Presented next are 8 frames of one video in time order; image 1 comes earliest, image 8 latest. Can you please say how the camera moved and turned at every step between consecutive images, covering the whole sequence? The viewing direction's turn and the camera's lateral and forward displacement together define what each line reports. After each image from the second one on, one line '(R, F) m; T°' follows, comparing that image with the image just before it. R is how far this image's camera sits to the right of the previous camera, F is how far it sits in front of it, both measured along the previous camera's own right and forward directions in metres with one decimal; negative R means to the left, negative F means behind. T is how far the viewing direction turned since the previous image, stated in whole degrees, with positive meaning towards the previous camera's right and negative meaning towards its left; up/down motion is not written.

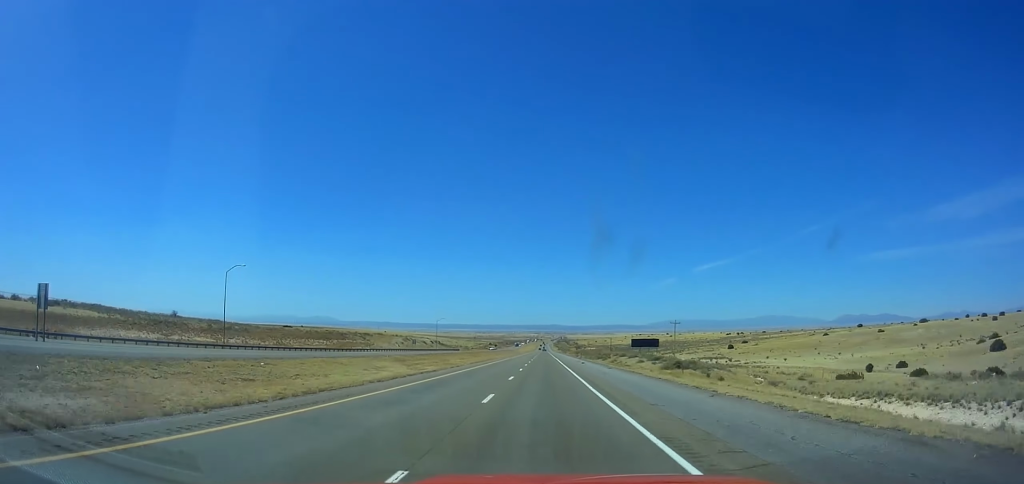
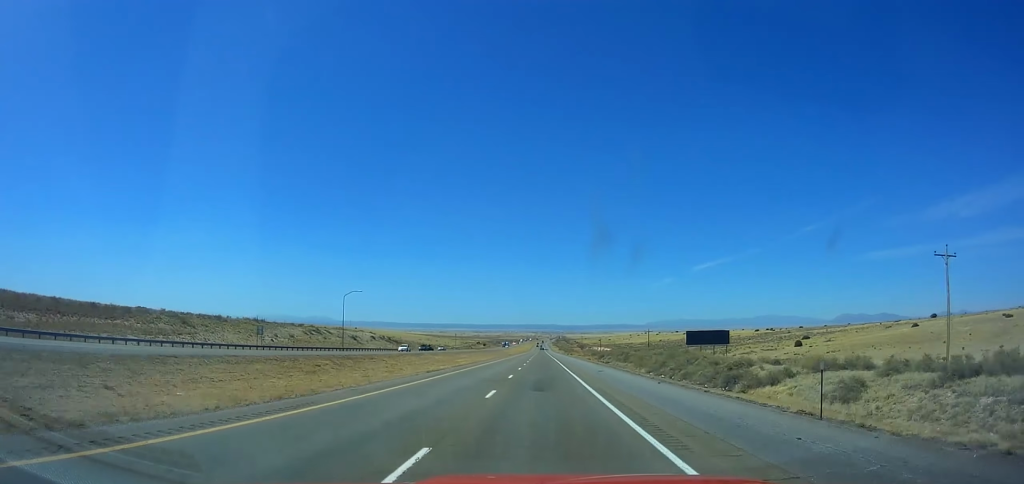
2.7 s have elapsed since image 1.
(0.0, +96.5) m; 0°
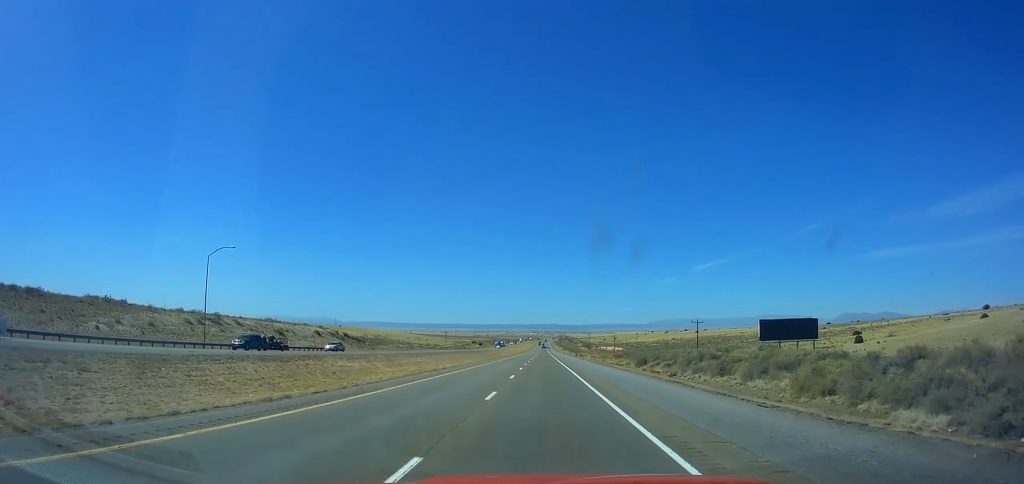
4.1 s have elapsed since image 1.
(0.0, +50.0) m; 0°
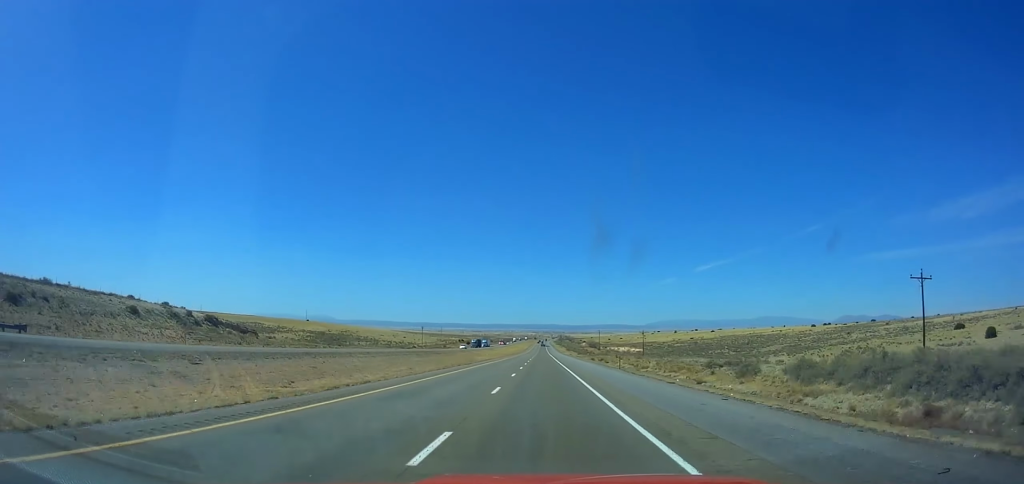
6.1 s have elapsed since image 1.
(0.0, +71.2) m; 0°
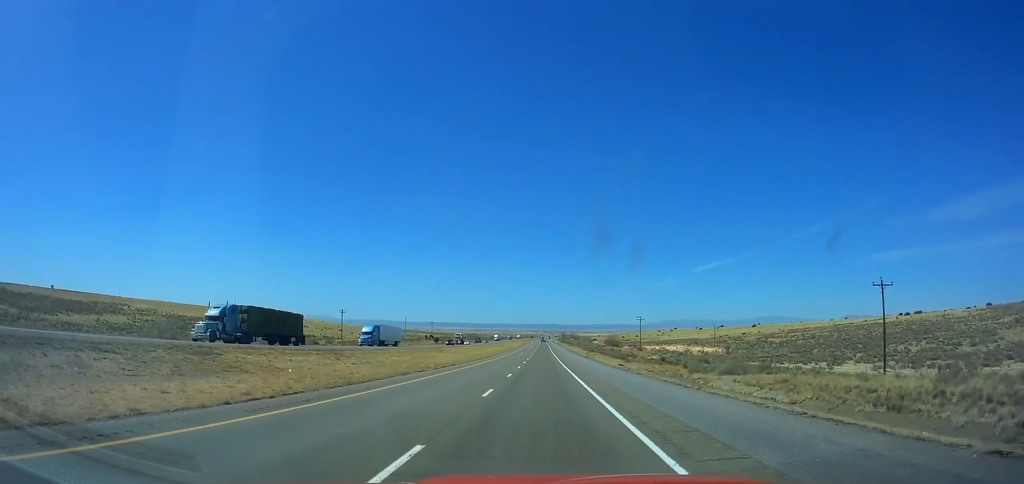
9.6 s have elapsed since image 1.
(0.0, +124.5) m; 0°
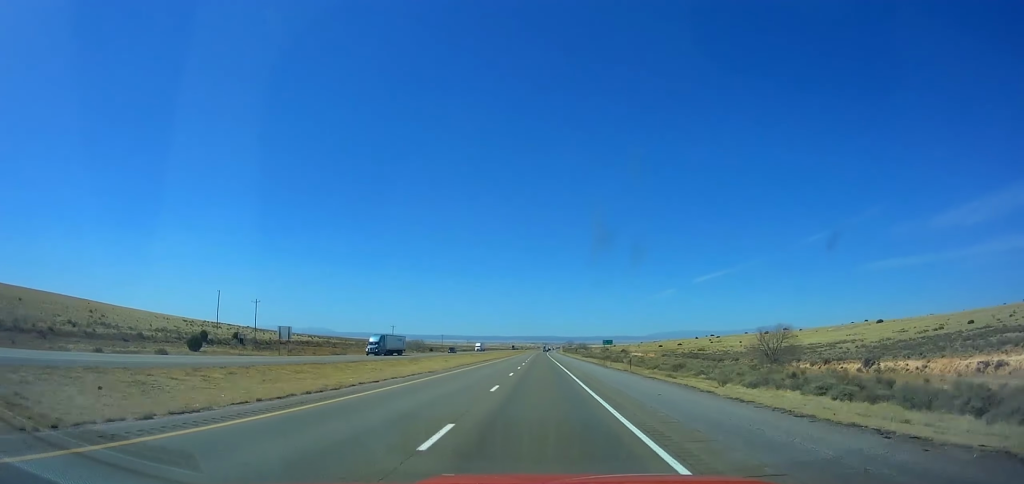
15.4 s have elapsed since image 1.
(0.0, +205.5) m; 0°
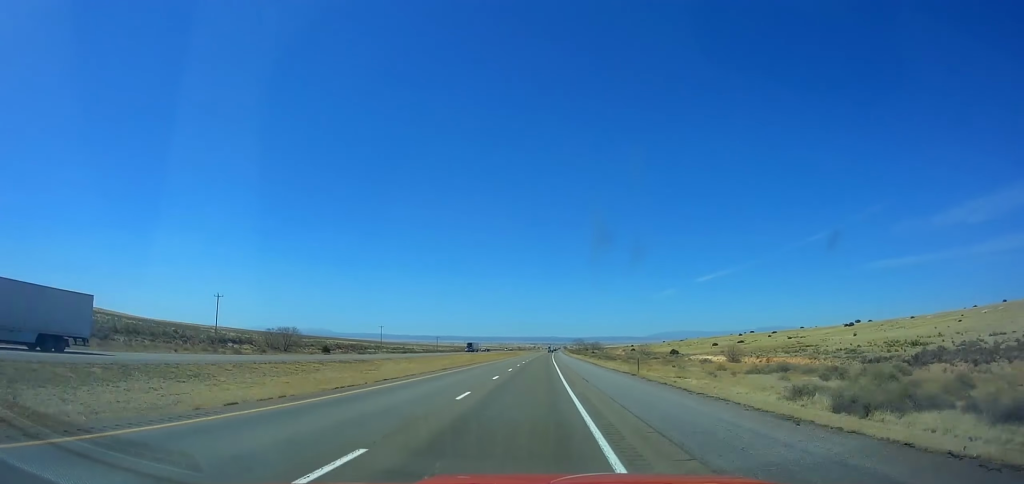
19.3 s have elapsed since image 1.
(0.0, +138.3) m; 0°
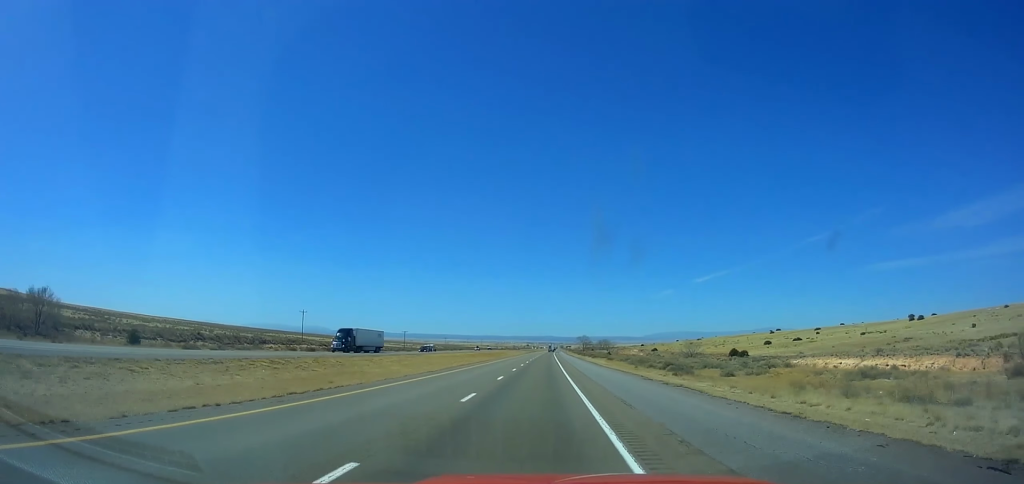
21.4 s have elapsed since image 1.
(0.0, +74.6) m; 0°
